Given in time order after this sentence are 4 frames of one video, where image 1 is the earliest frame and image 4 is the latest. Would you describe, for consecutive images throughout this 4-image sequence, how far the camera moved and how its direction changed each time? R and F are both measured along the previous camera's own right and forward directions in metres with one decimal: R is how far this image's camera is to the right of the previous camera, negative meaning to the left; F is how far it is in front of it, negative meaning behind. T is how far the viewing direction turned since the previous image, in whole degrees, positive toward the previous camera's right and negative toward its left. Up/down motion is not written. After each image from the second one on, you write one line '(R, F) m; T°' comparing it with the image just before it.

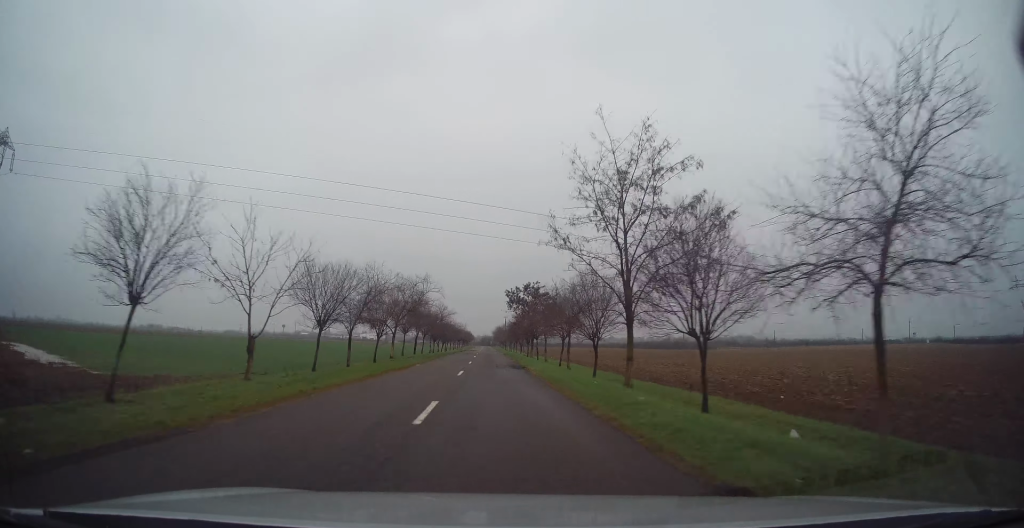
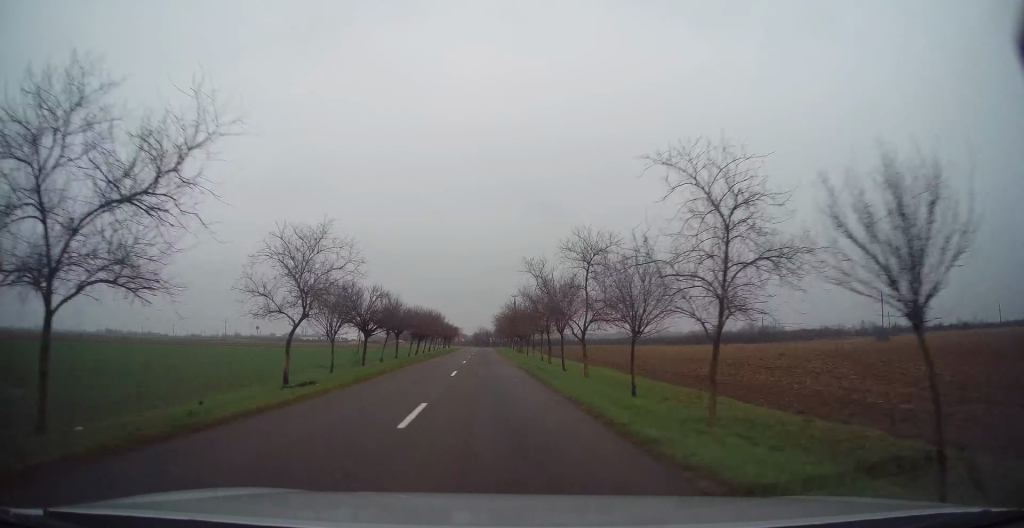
(-0.9, +94.7) m; -1°
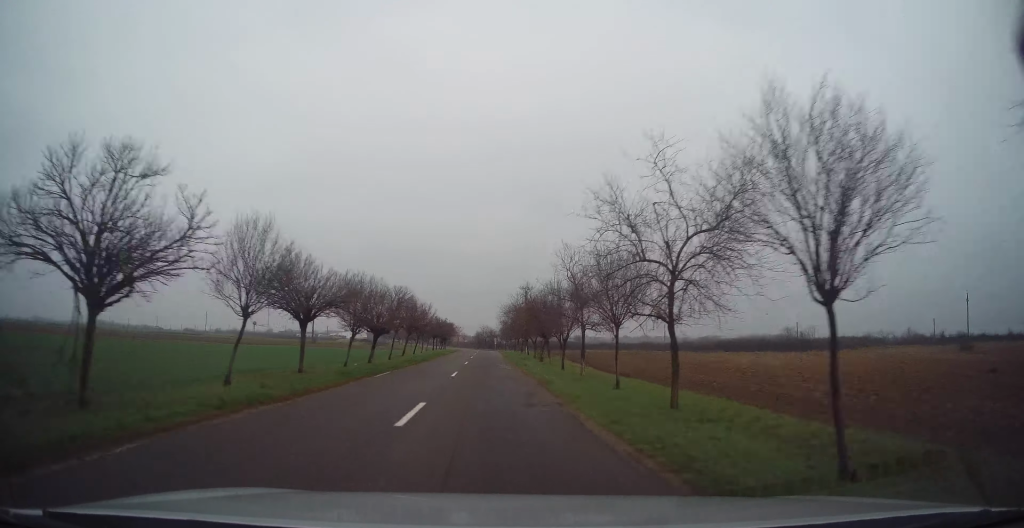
(0.0, +22.9) m; 0°
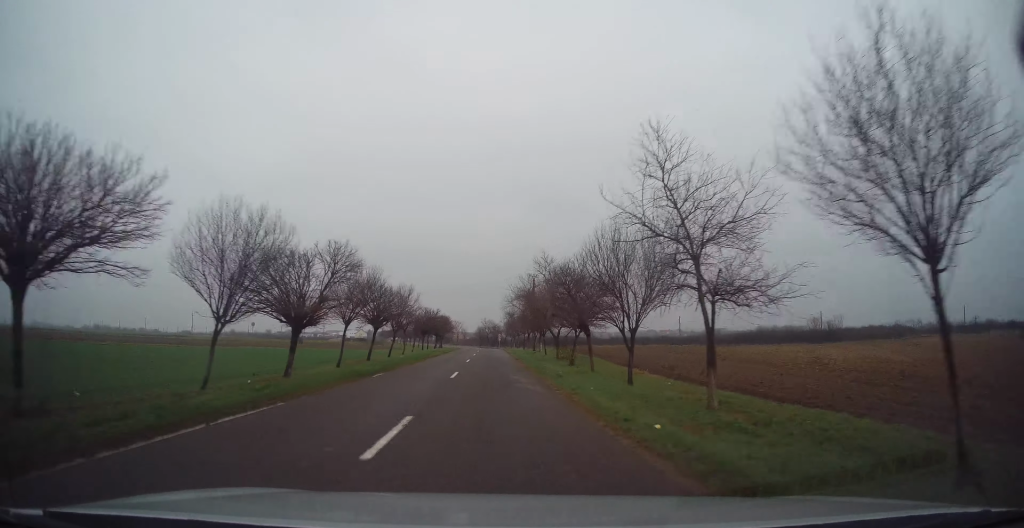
(0.0, +14.7) m; 0°
